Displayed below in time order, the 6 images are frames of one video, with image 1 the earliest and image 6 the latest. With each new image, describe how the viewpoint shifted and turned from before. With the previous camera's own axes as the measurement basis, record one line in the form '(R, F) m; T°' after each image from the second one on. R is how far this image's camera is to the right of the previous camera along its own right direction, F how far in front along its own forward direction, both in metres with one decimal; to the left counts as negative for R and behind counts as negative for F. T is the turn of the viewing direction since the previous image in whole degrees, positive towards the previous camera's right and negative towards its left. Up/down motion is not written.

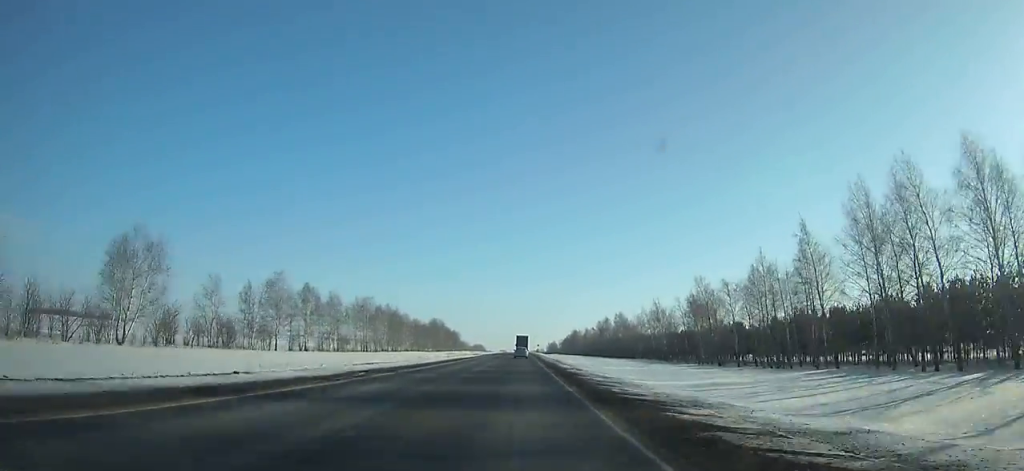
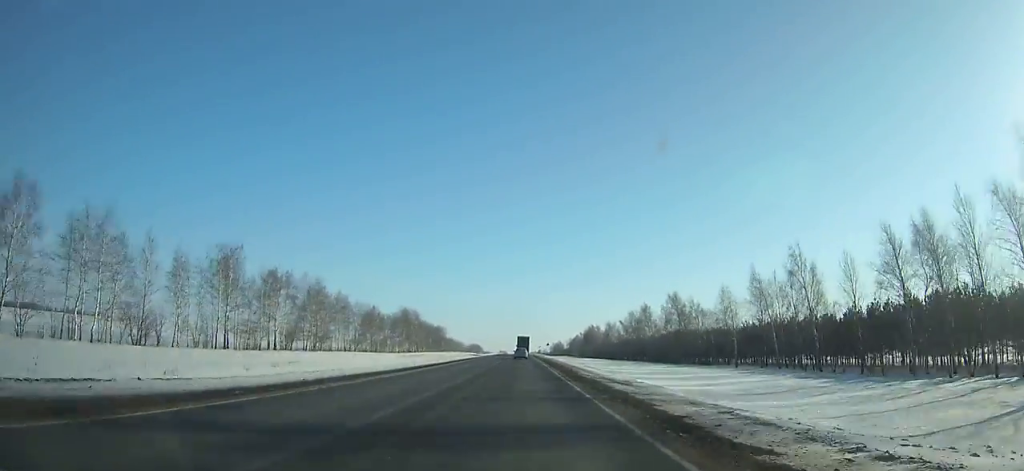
(+0.1, +71.9) m; 0°
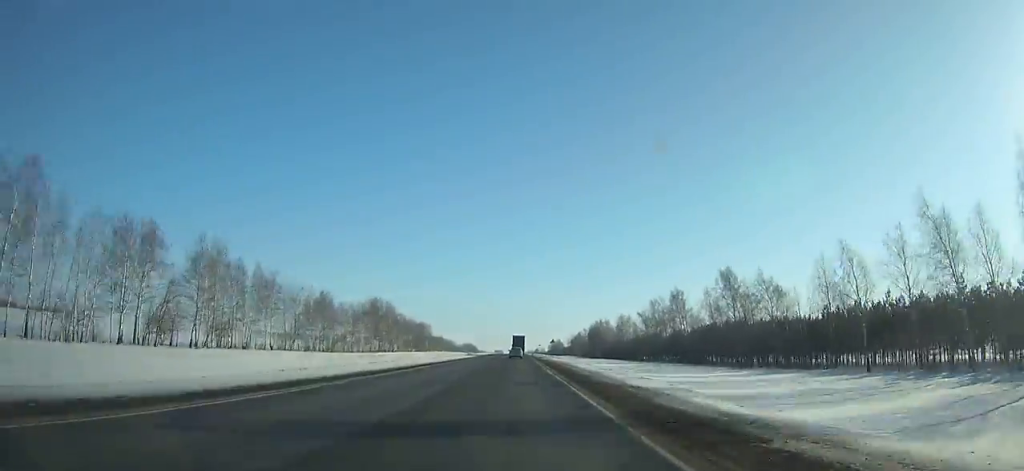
(0.0, +37.3) m; 0°
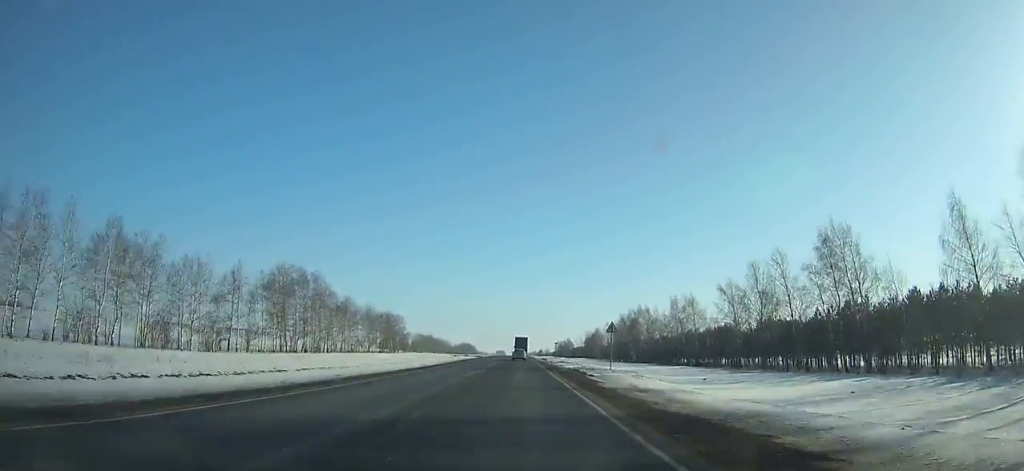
(0.0, +65.3) m; 0°
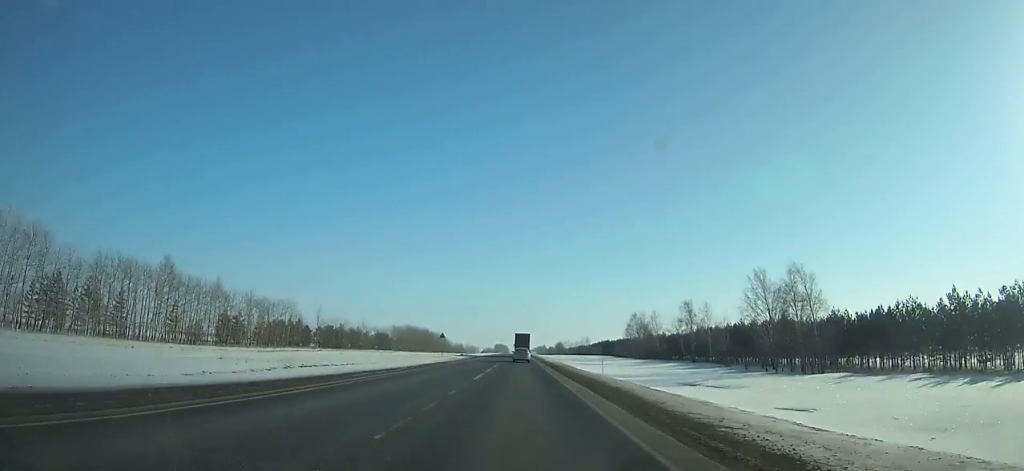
(-0.8, +313.2) m; 0°
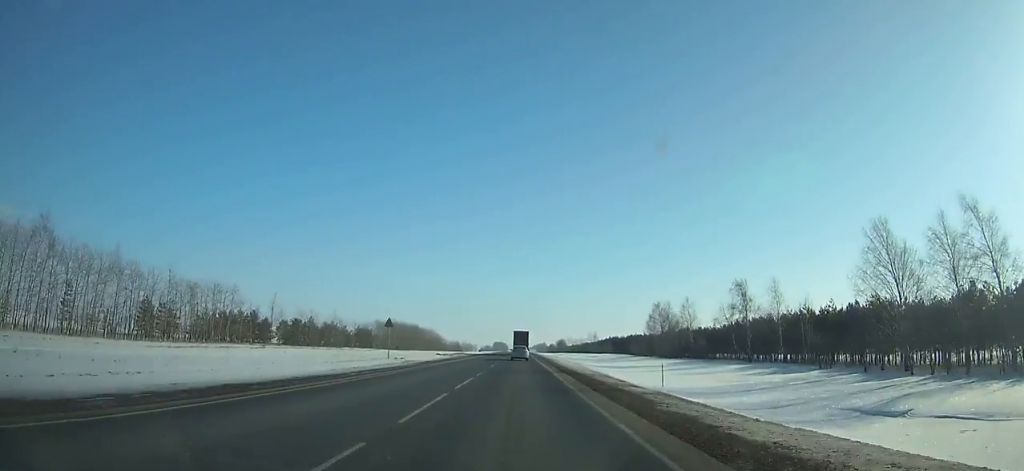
(0.0, +30.0) m; 0°
